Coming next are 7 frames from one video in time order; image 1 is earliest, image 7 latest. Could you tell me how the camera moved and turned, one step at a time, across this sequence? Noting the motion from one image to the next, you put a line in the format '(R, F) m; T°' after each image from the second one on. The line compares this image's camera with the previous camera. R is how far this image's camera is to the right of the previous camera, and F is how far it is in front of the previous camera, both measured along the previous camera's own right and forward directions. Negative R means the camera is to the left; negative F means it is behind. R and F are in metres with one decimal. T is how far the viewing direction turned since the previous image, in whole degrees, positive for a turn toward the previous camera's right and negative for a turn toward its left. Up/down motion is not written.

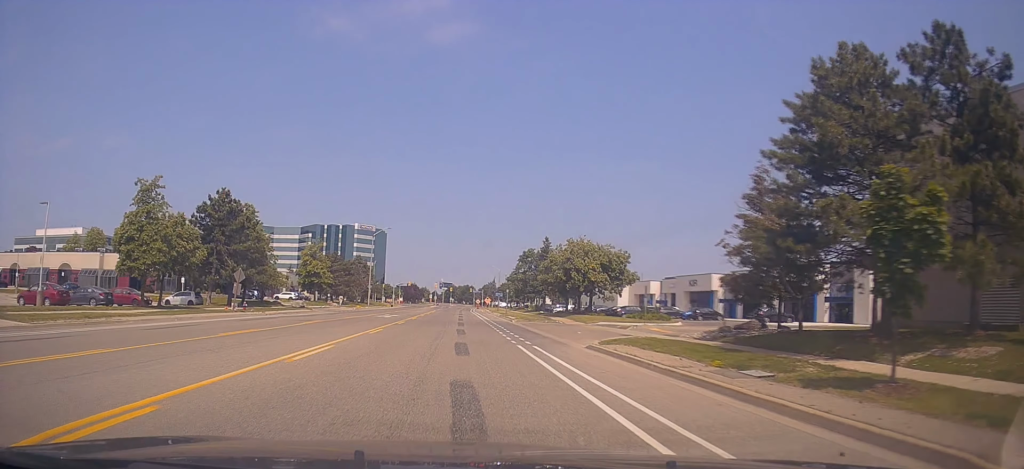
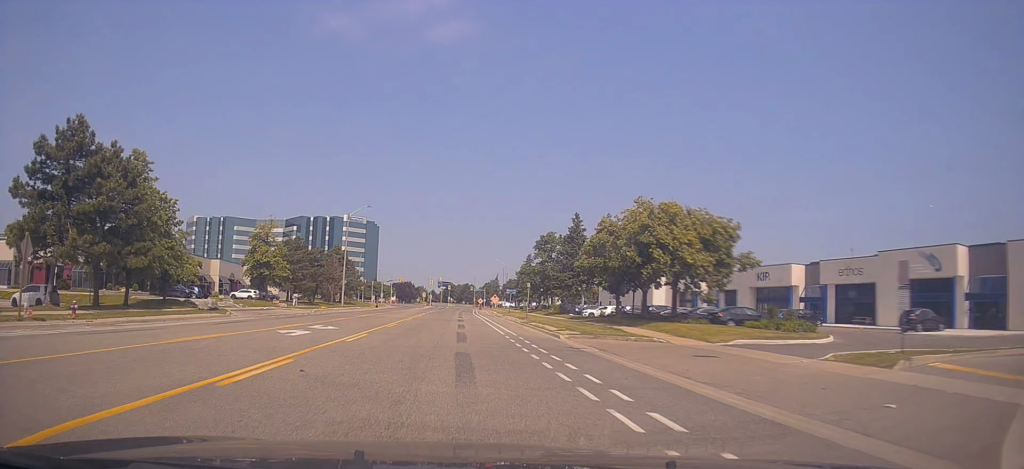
(+0.3, +21.0) m; +1°
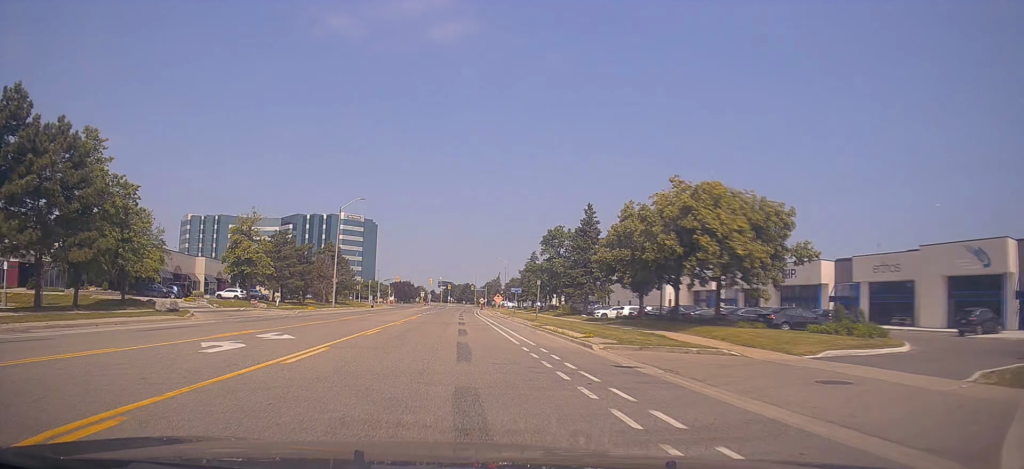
(0.0, +5.5) m; 0°
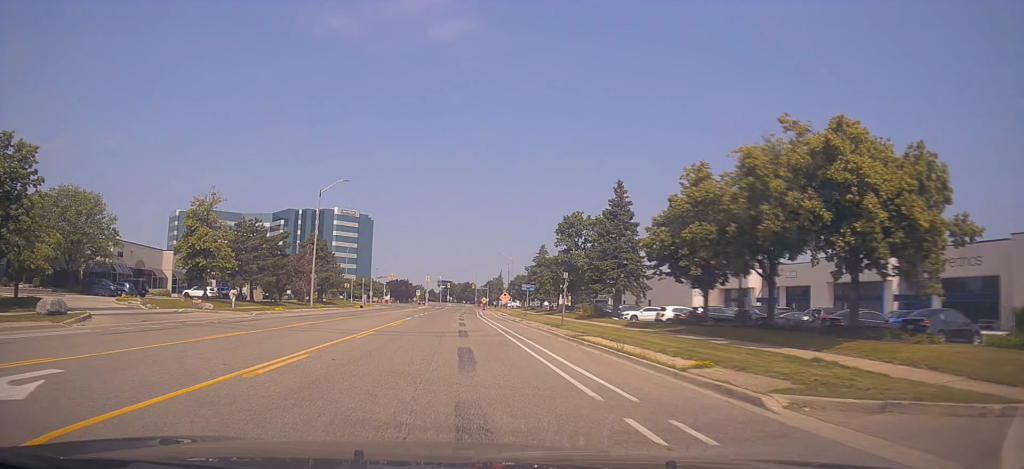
(0.0, +10.8) m; 0°
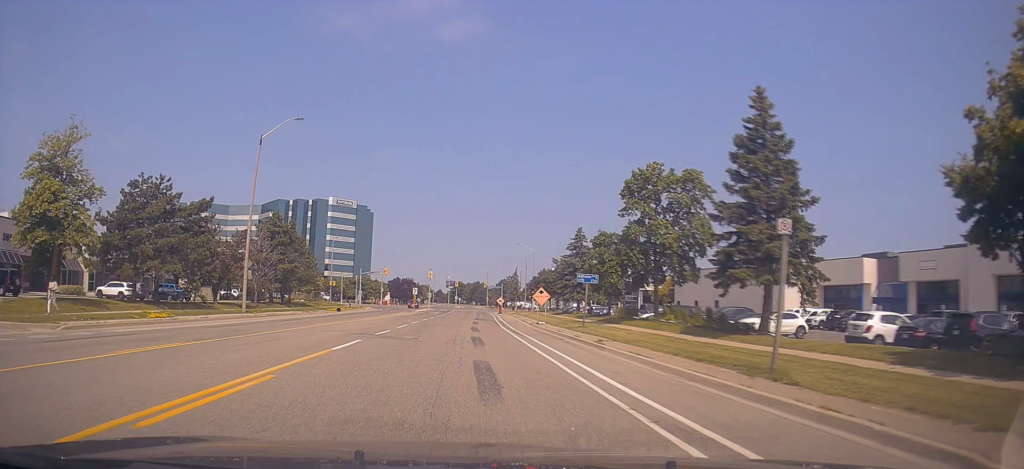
(-0.4, +21.4) m; -2°
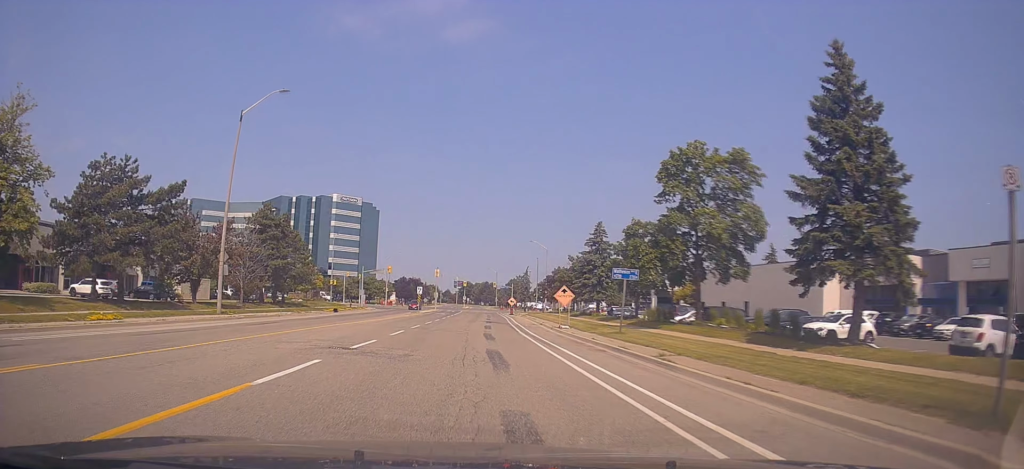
(0.0, +5.9) m; 0°
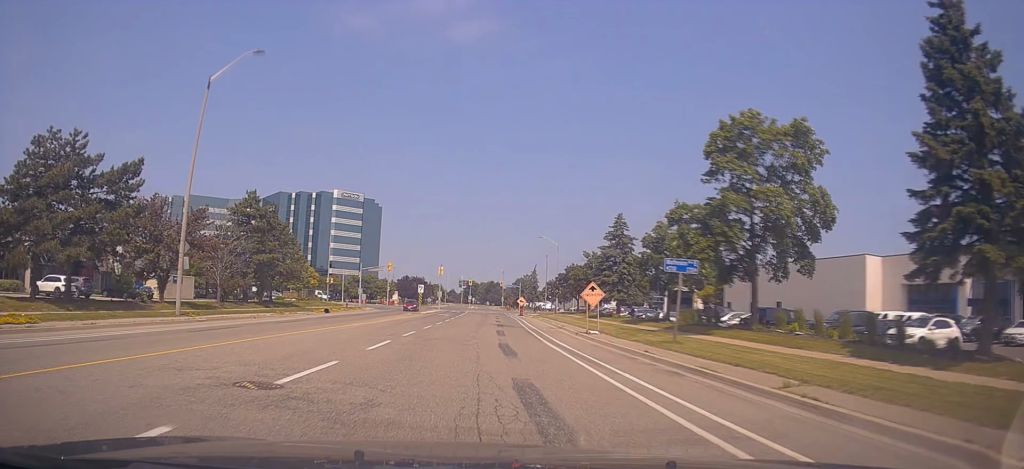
(-0.1, +5.8) m; 0°
